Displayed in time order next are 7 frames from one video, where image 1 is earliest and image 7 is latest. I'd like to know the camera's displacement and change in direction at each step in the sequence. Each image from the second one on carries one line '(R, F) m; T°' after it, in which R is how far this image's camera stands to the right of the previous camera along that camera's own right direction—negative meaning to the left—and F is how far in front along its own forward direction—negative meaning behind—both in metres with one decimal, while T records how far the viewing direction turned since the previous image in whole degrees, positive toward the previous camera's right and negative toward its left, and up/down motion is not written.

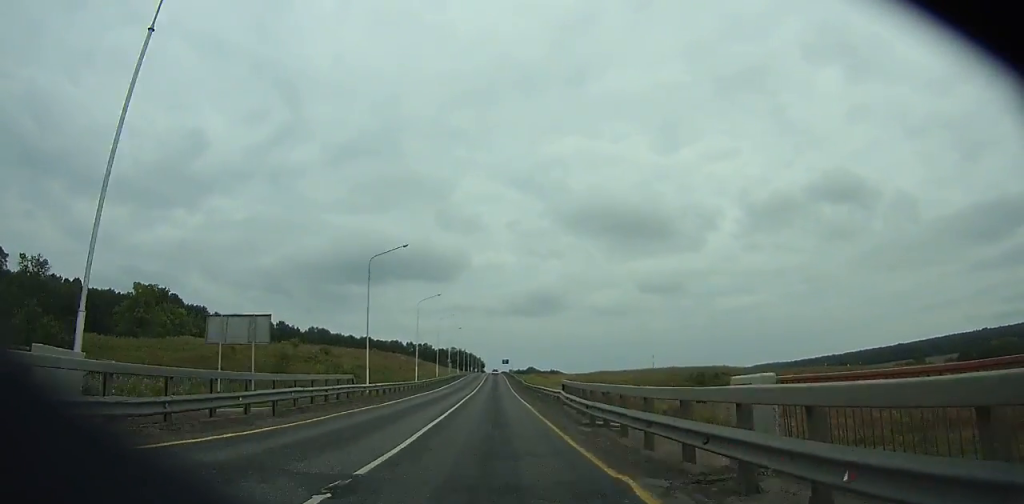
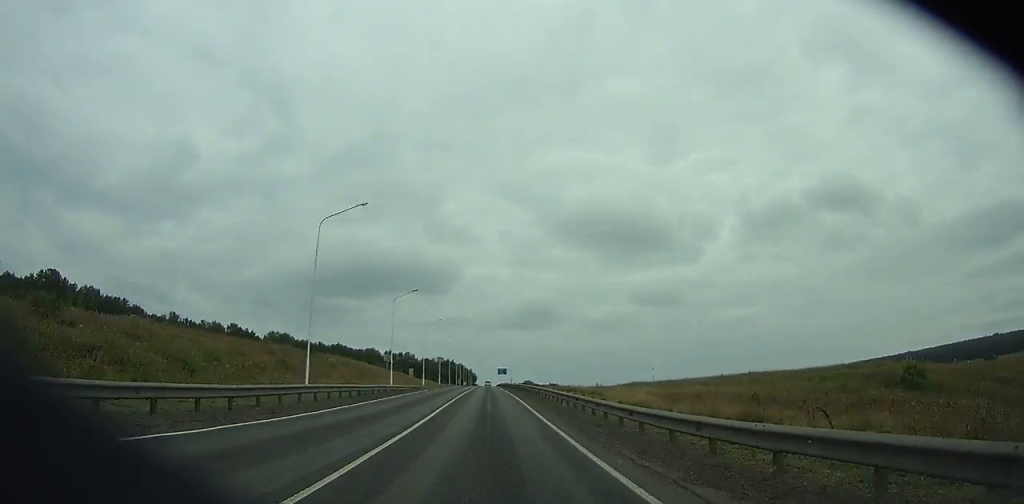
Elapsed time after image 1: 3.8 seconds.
(+0.5, +68.3) m; +1°
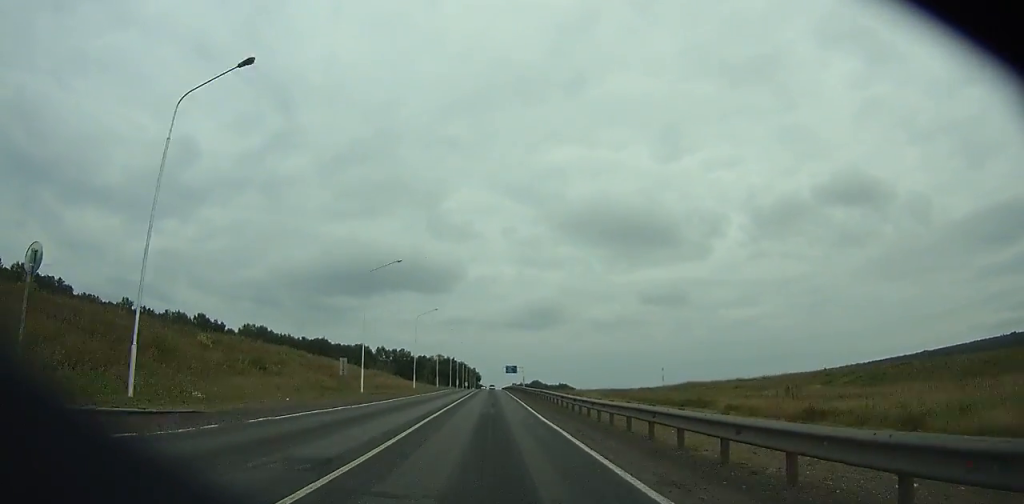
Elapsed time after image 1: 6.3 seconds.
(+0.1, +46.8) m; 0°
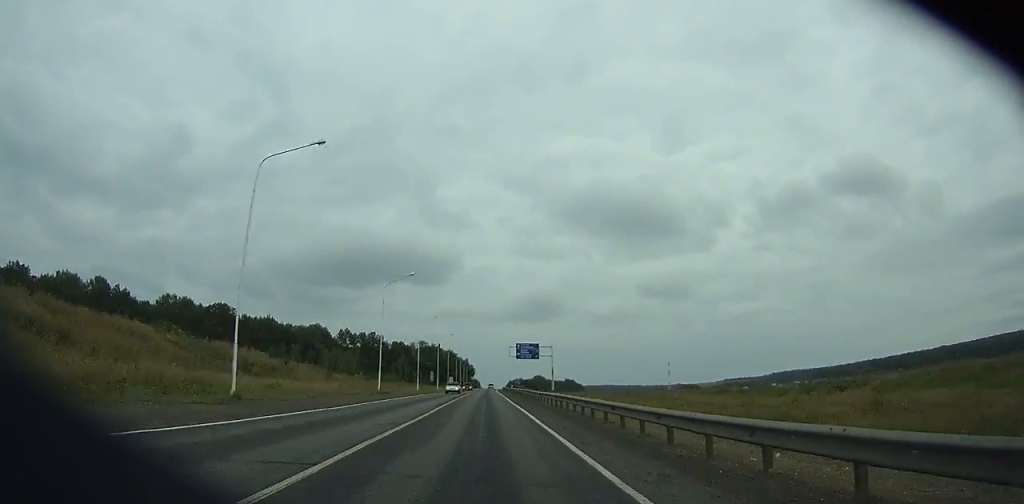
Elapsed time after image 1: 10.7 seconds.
(-0.5, +84.6) m; -1°
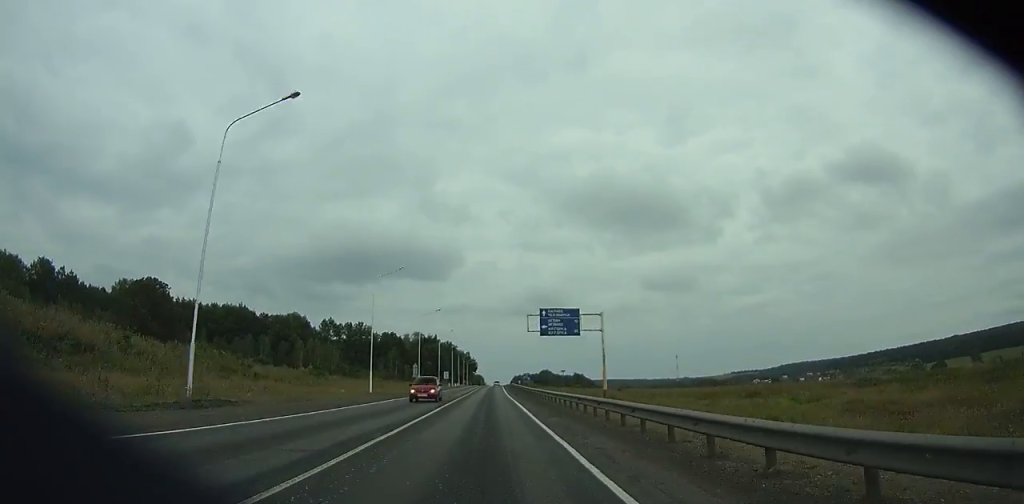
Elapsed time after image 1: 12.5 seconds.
(-0.1, +35.3) m; 0°
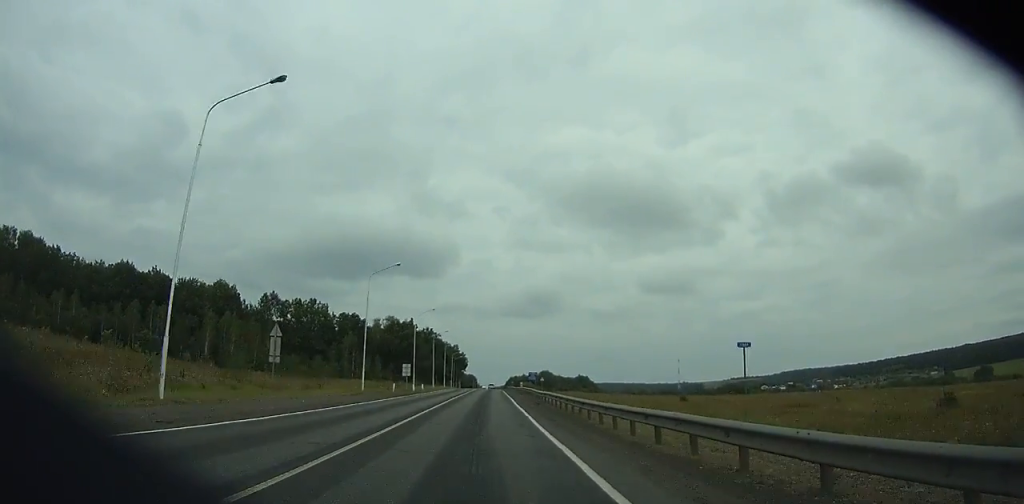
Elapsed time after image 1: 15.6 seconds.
(-0.1, +61.7) m; 0°
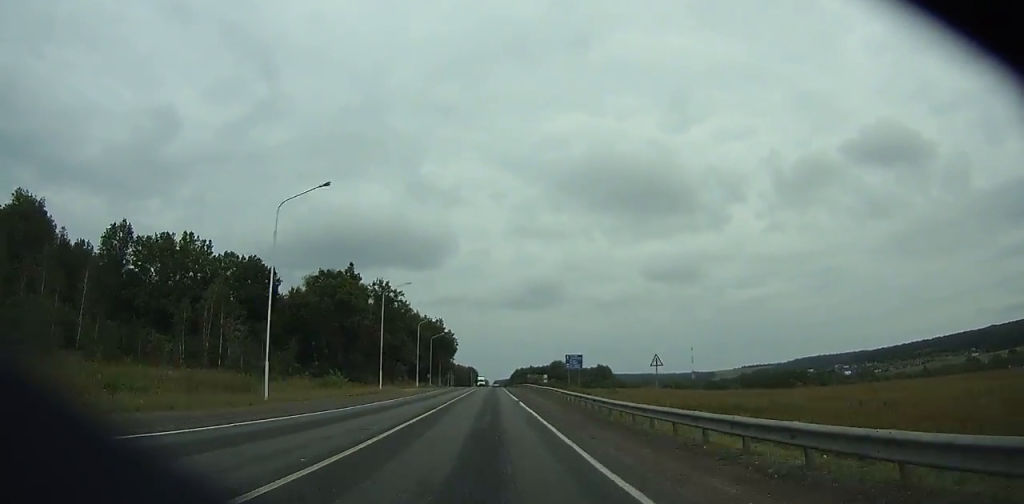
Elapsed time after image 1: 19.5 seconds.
(-0.1, +79.3) m; 0°
